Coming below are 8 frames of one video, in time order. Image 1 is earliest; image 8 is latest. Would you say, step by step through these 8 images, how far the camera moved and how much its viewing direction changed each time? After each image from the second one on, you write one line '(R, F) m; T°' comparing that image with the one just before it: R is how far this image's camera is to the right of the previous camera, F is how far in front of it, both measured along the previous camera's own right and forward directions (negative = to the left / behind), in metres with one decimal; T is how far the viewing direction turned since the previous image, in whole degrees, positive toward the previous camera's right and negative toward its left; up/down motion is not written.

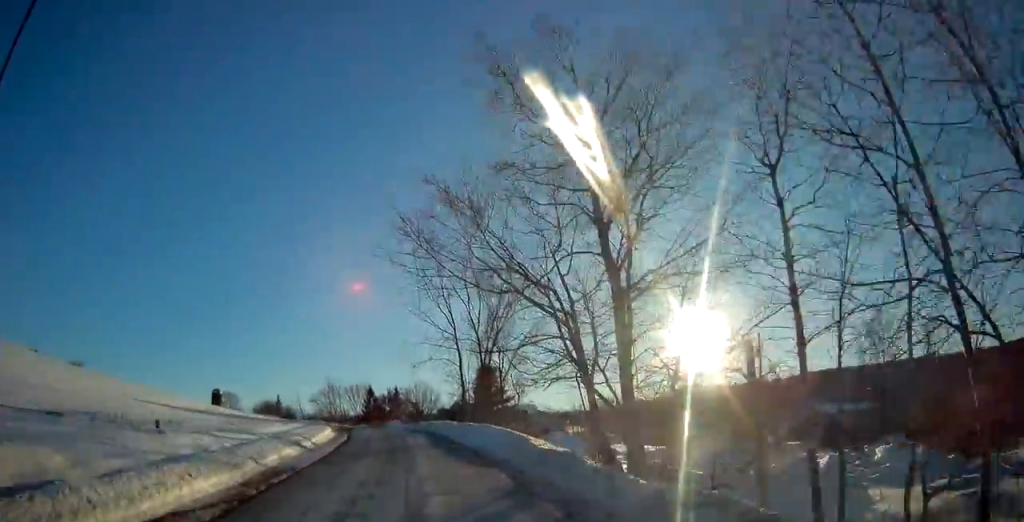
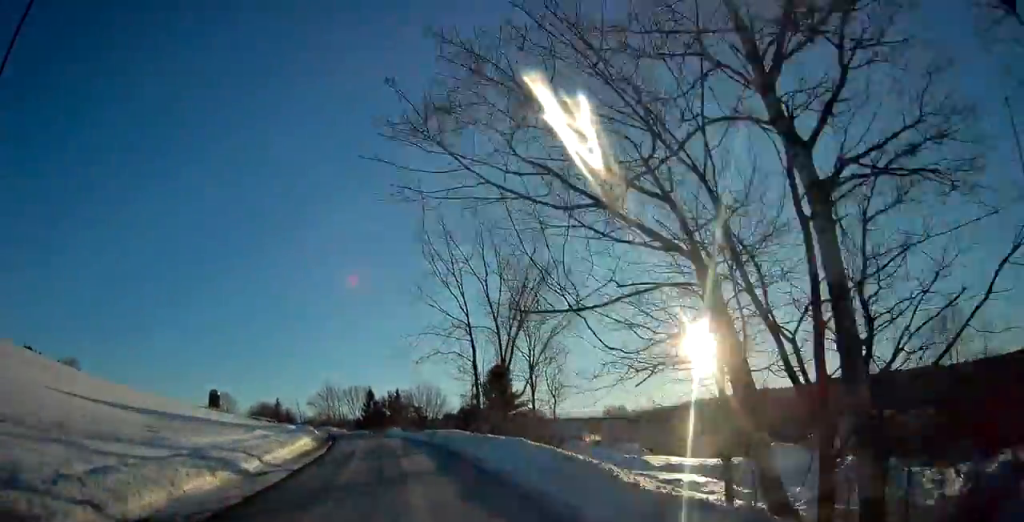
(0.0, +9.1) m; 0°
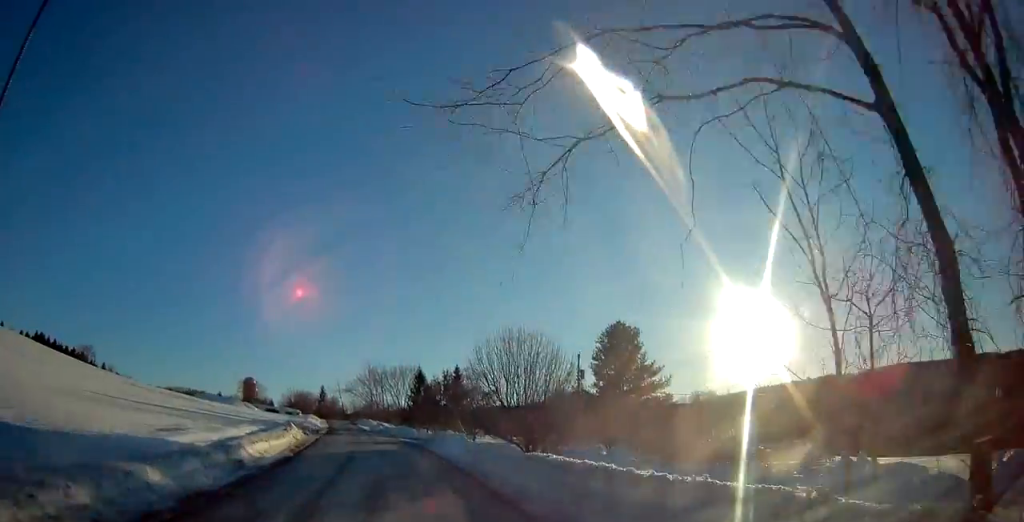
(-1.8, +30.9) m; -7°
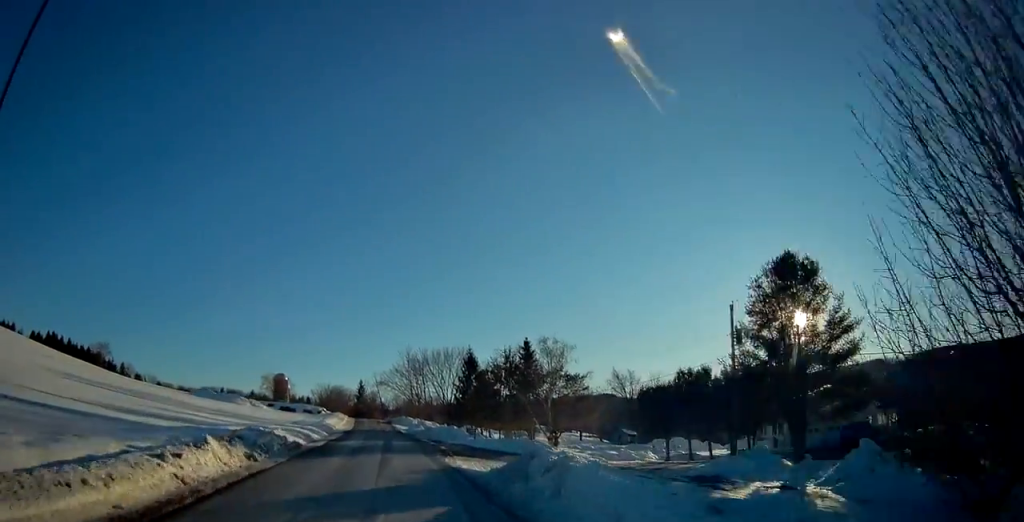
(-0.4, +20.1) m; -3°
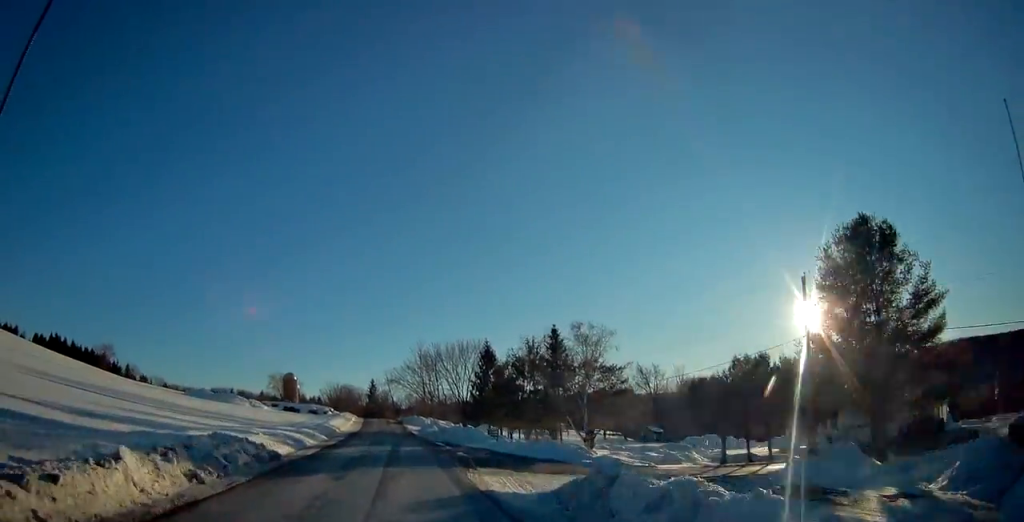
(-0.1, +5.8) m; -1°
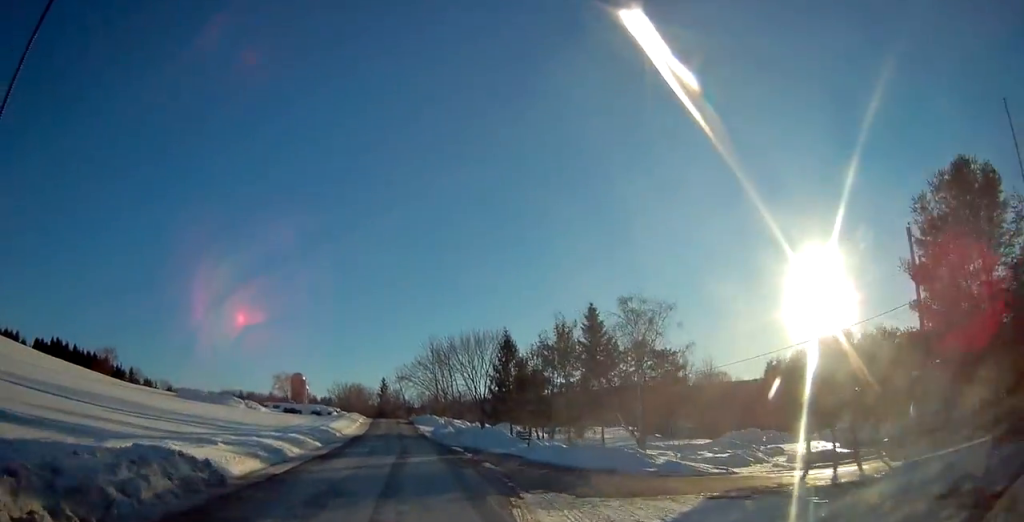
(-0.1, +6.8) m; -1°
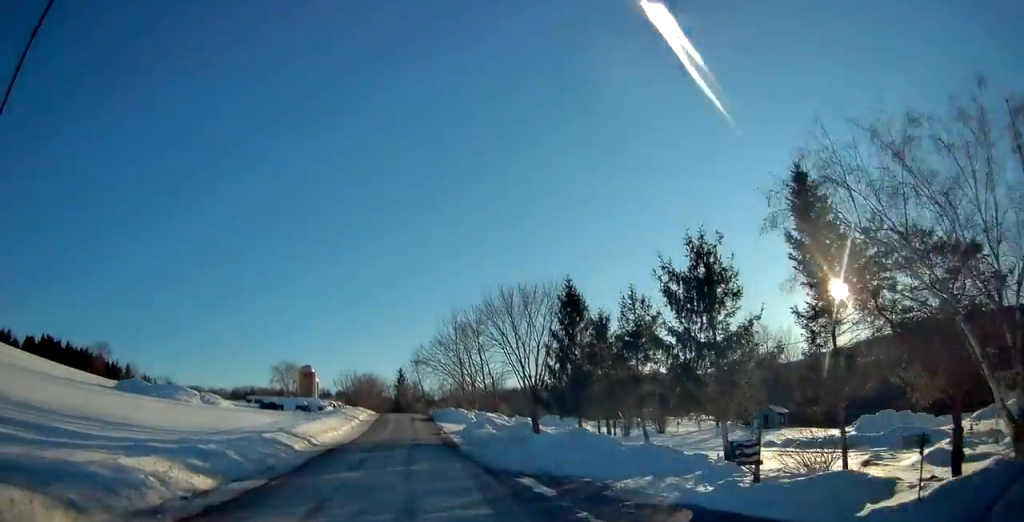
(-0.4, +19.5) m; -2°
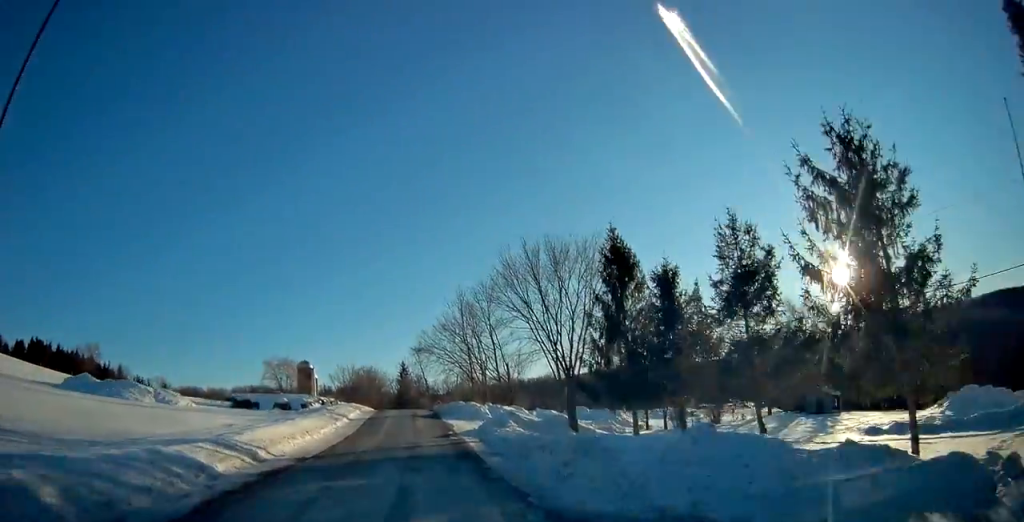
(0.0, +9.7) m; -1°
